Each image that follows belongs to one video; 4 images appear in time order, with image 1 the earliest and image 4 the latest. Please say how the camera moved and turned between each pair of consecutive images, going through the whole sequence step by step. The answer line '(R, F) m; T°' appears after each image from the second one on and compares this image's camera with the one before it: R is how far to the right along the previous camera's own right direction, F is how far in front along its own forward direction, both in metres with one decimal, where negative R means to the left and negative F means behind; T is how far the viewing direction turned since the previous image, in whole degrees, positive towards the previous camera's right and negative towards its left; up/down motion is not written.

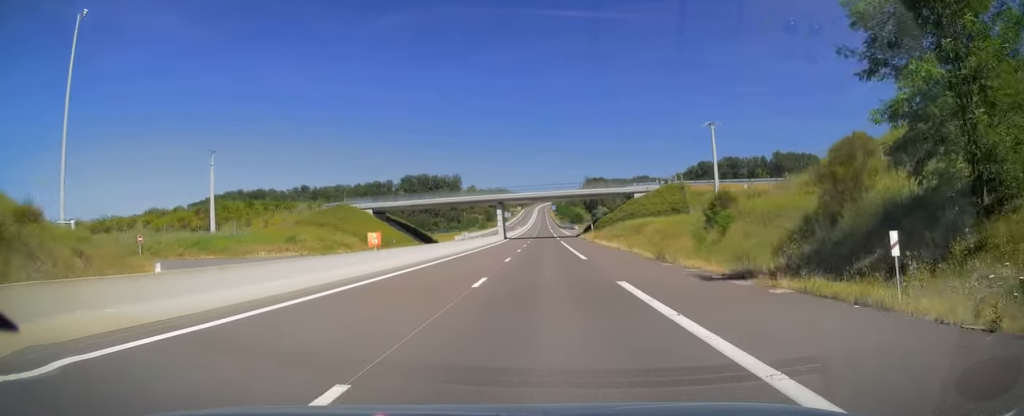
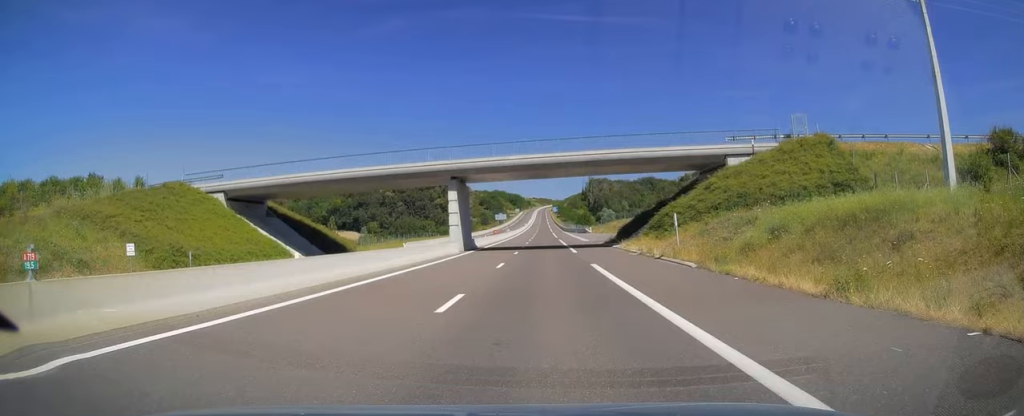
(+0.4, +43.9) m; 0°
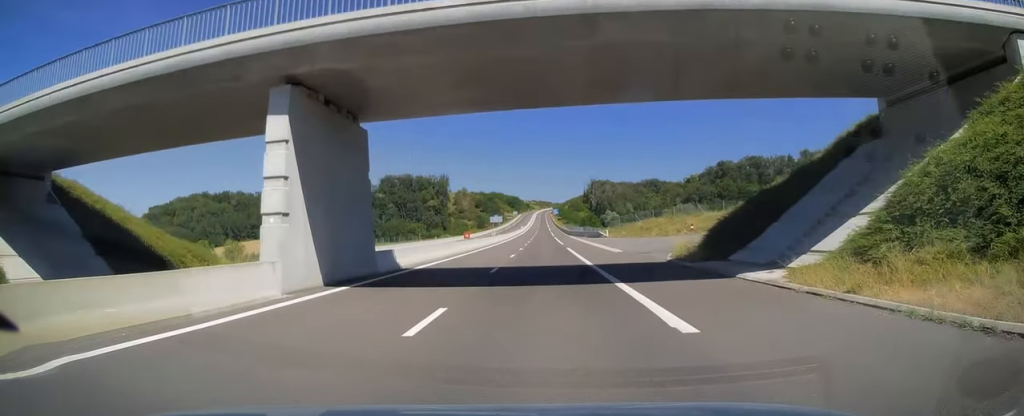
(-0.3, +28.5) m; 0°
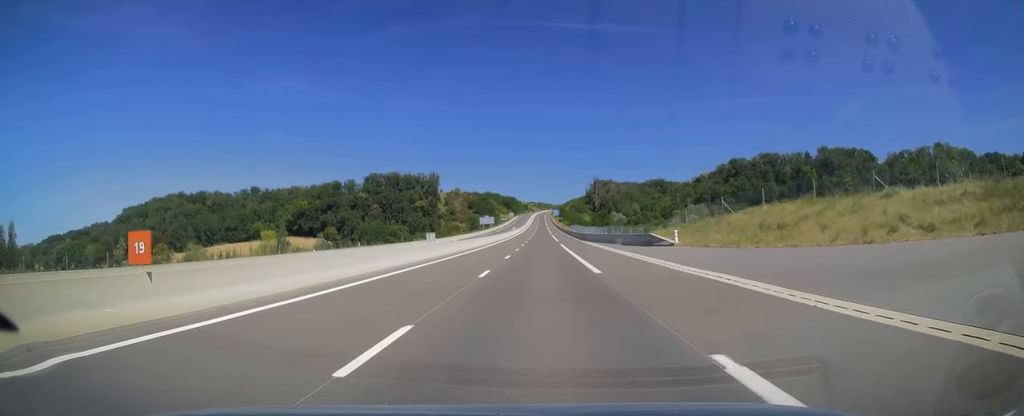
(+0.2, +41.2) m; 0°
